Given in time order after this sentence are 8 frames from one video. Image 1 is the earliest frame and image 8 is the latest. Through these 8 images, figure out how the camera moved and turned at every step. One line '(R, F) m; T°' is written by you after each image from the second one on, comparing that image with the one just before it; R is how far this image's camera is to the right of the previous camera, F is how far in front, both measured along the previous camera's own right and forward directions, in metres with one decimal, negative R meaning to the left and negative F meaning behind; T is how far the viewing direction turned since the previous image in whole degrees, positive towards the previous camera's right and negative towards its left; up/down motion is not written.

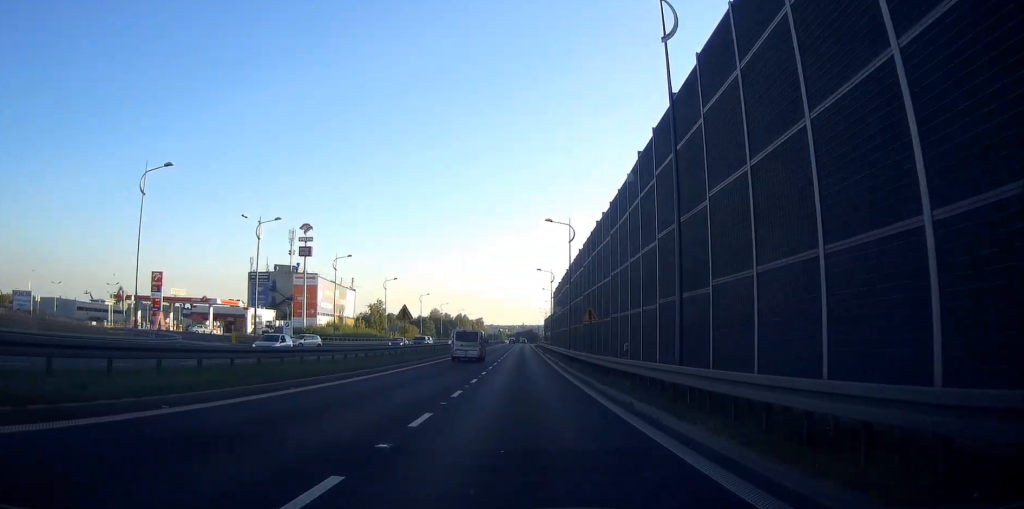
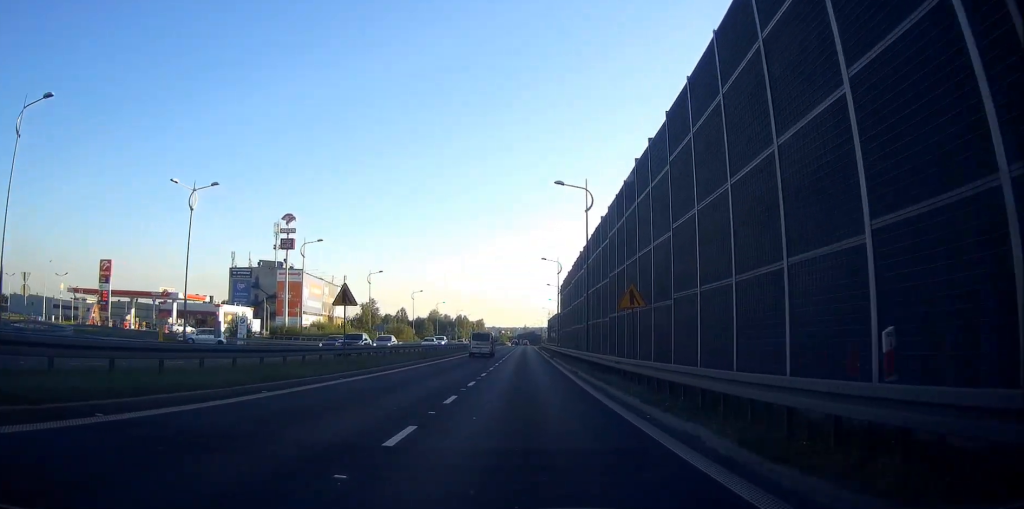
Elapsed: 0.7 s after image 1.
(+0.1, +14.0) m; 0°
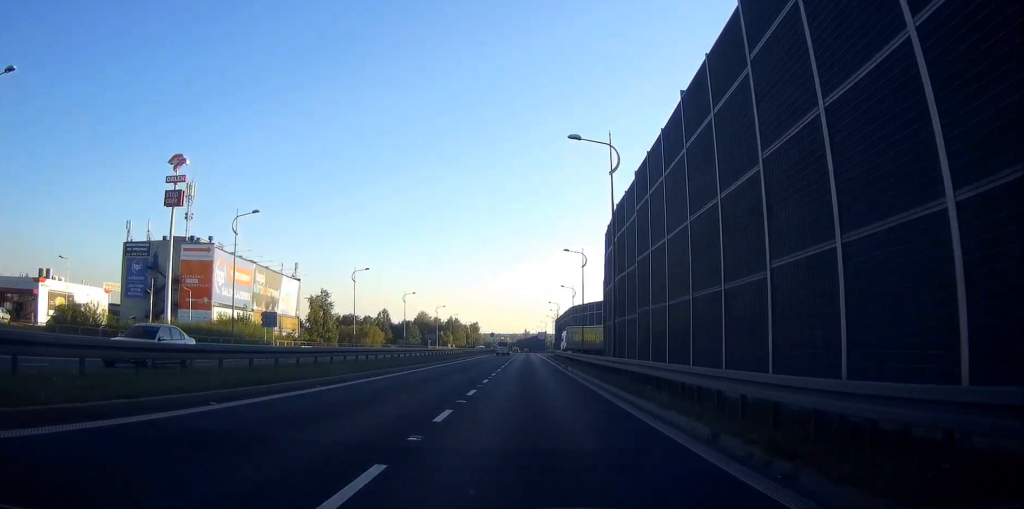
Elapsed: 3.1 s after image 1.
(-0.1, +50.6) m; 0°
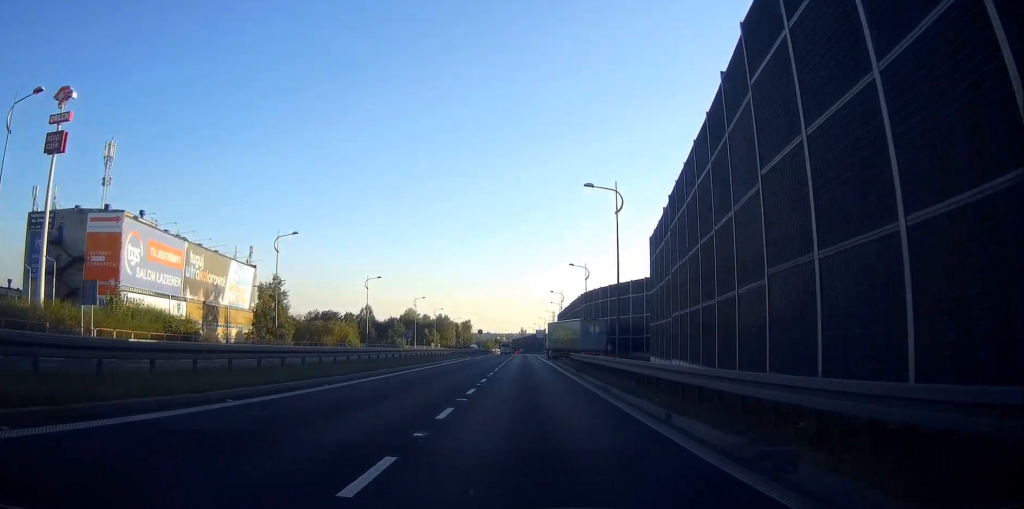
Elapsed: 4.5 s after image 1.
(0.0, +29.5) m; 0°
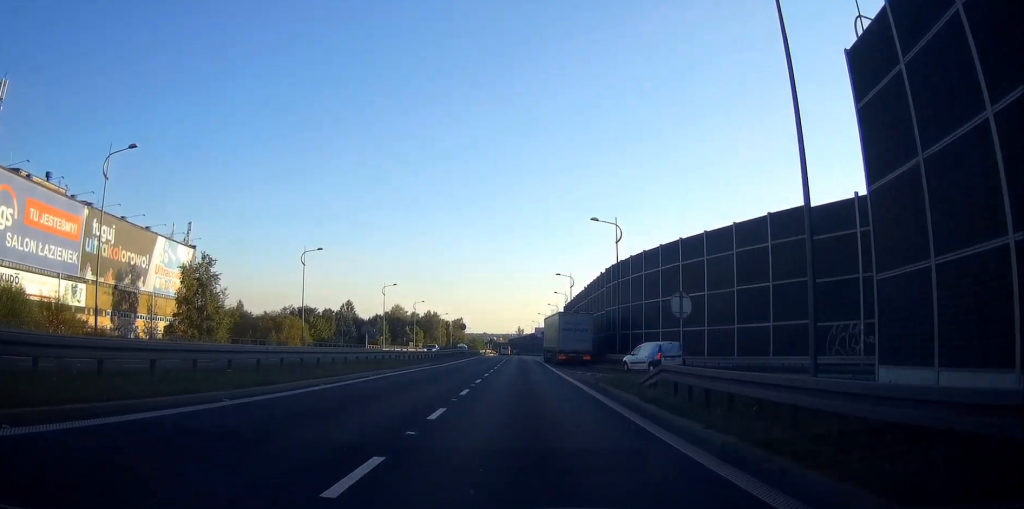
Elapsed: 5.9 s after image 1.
(+0.1, +30.1) m; 0°
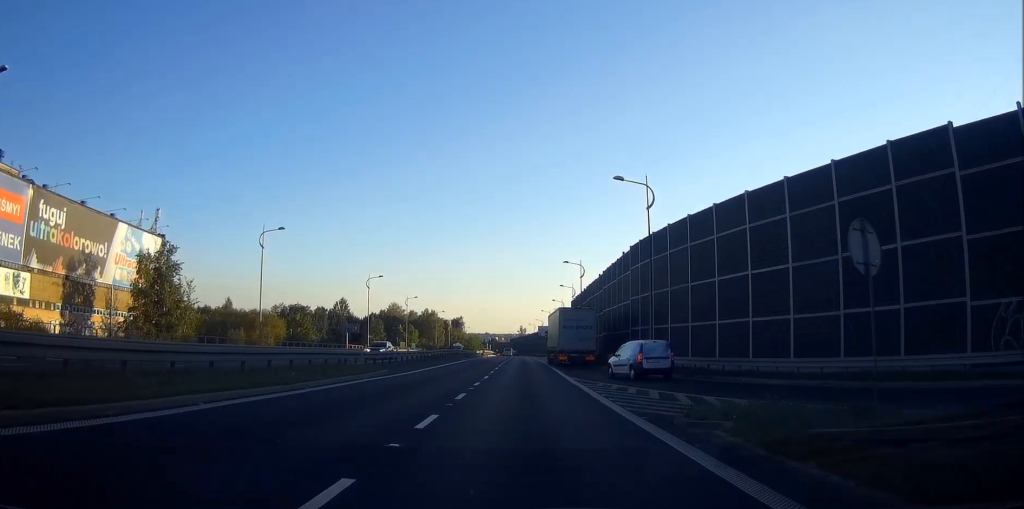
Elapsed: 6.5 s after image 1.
(0.0, +13.3) m; 0°
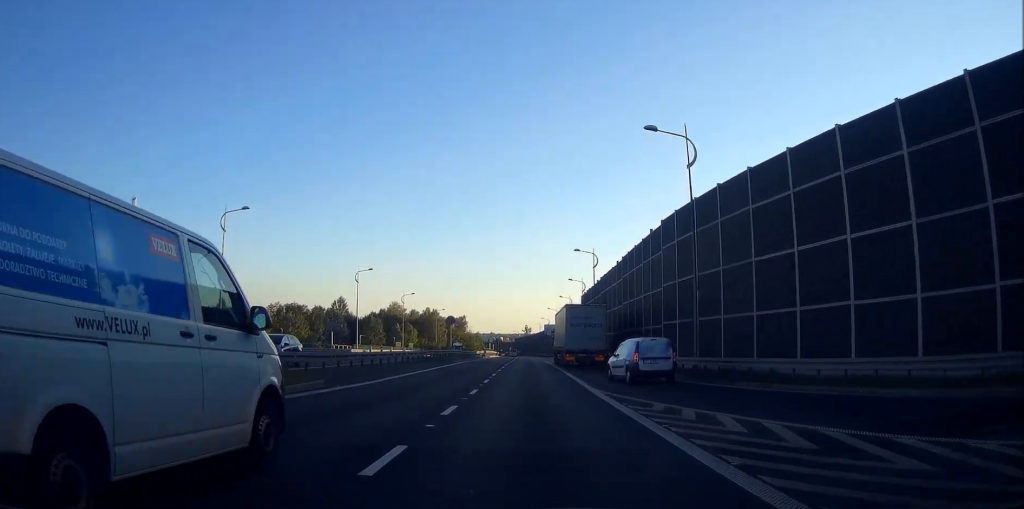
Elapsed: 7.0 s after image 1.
(-0.1, +9.9) m; -1°
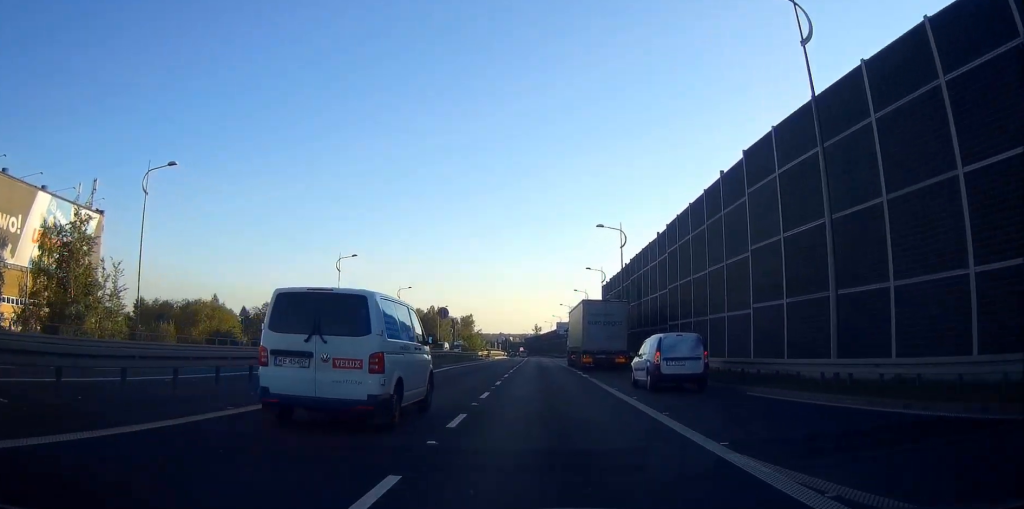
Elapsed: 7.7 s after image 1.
(0.0, +14.2) m; -1°
